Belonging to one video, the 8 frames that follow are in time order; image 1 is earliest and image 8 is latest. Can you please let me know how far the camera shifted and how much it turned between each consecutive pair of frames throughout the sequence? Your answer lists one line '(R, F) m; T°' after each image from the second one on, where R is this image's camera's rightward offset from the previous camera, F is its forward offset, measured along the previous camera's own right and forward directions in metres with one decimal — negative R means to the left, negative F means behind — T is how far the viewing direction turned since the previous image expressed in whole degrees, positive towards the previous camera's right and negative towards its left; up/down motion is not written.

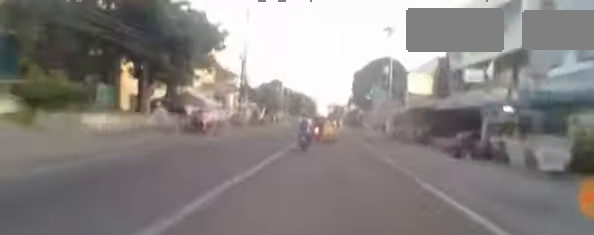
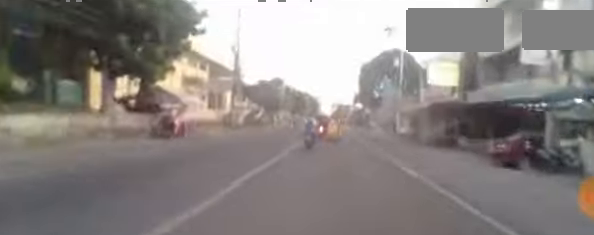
(-0.2, +4.9) m; -2°
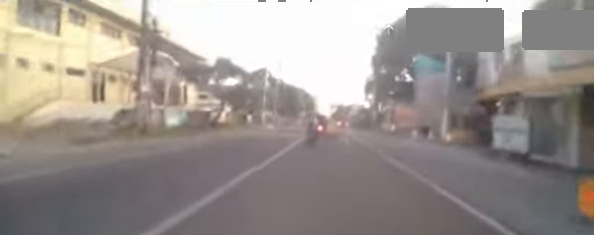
(-0.4, +18.3) m; -1°
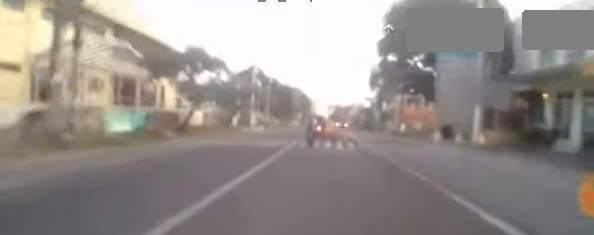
(0.0, +6.1) m; +1°
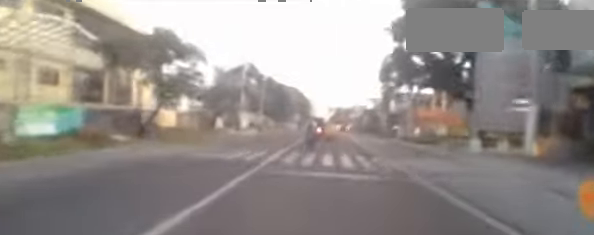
(+0.1, +5.4) m; 0°
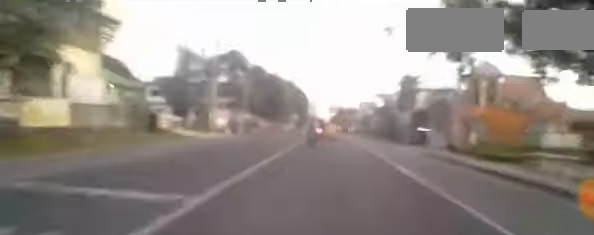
(0.0, +10.8) m; 0°
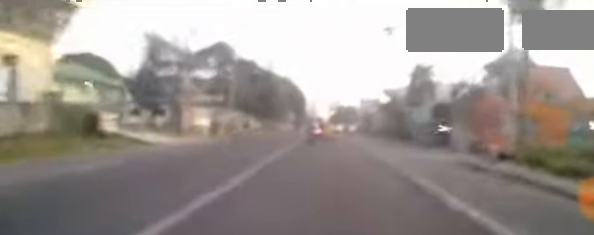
(-0.1, +5.8) m; 0°
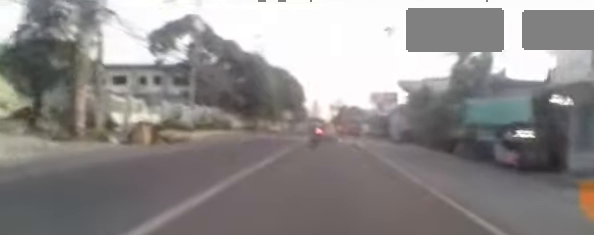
(0.0, +11.0) m; -3°
